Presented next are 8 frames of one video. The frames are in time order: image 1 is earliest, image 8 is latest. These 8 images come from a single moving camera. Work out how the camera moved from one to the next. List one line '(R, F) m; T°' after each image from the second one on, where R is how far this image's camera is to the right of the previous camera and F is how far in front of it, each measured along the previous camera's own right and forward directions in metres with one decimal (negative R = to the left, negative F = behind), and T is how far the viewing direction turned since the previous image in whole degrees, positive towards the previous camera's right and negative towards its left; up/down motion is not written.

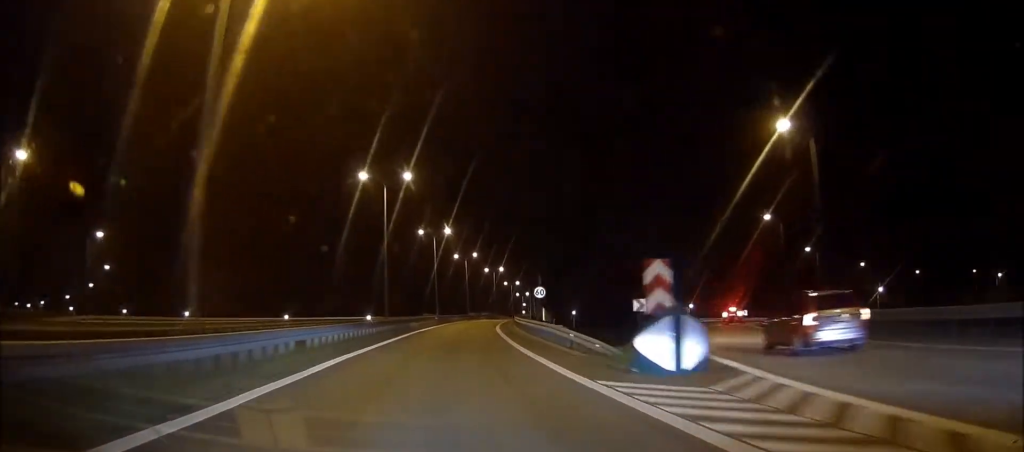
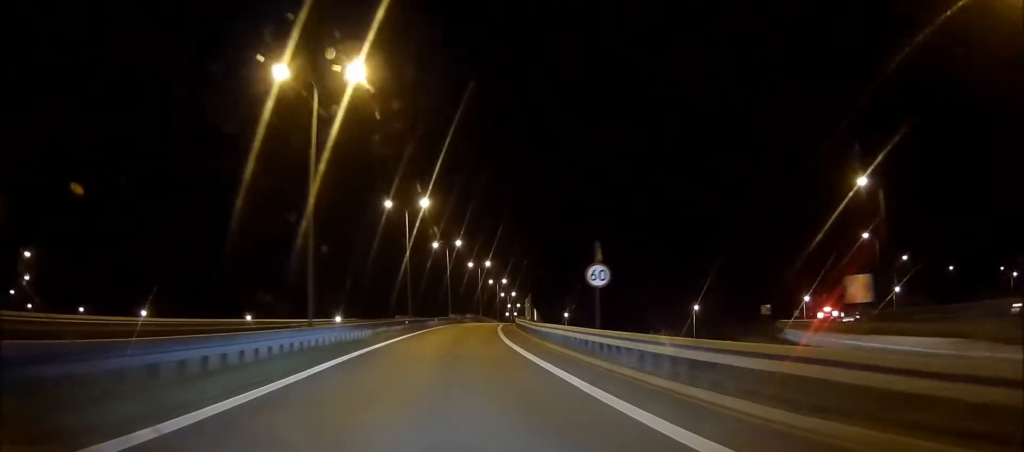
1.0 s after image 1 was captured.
(+0.3, +21.3) m; +2°
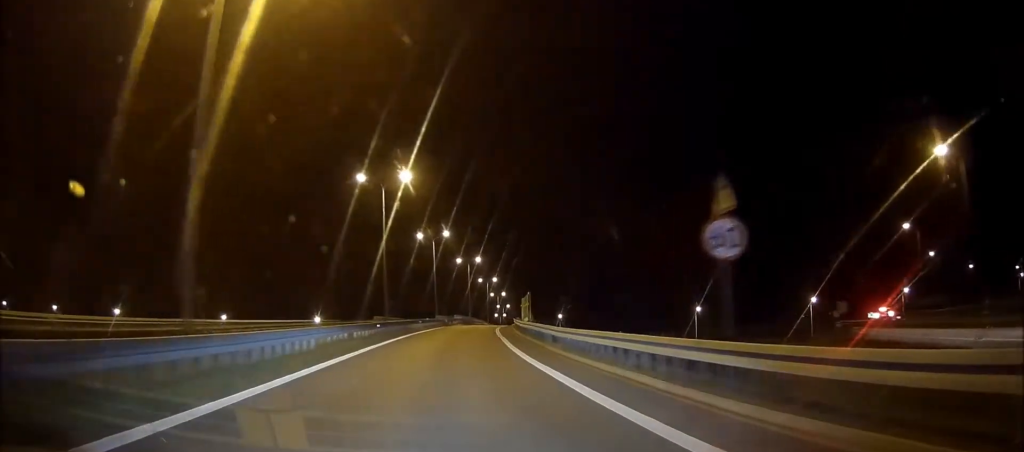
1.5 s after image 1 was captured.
(0.0, +11.5) m; +1°
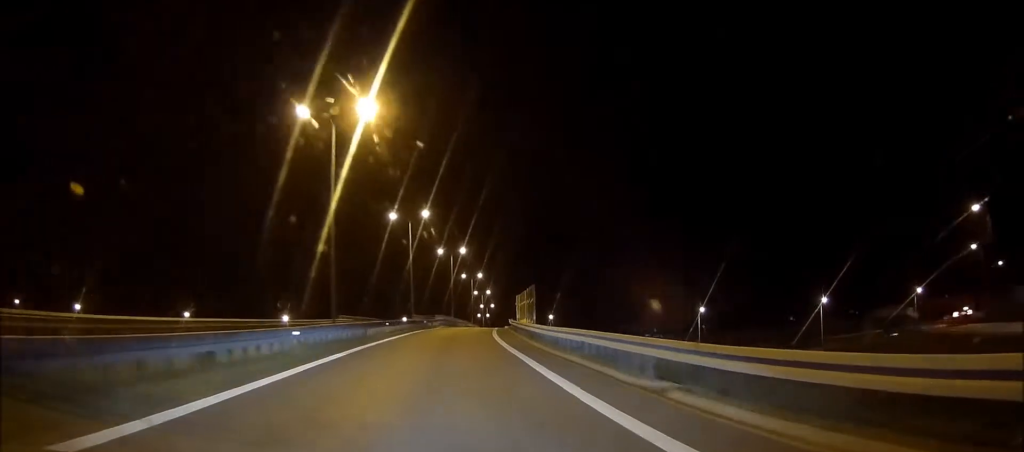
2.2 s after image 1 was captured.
(+0.4, +15.1) m; +2°
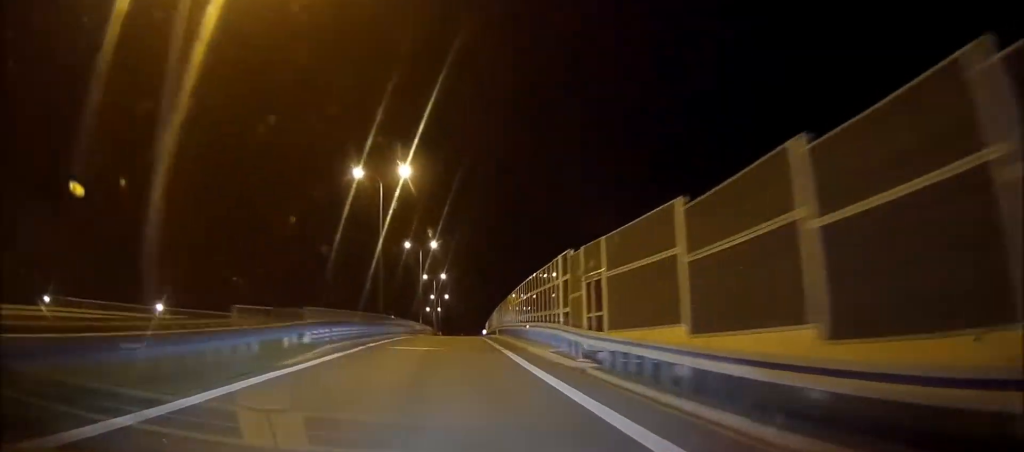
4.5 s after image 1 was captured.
(+1.0, +47.2) m; +2°
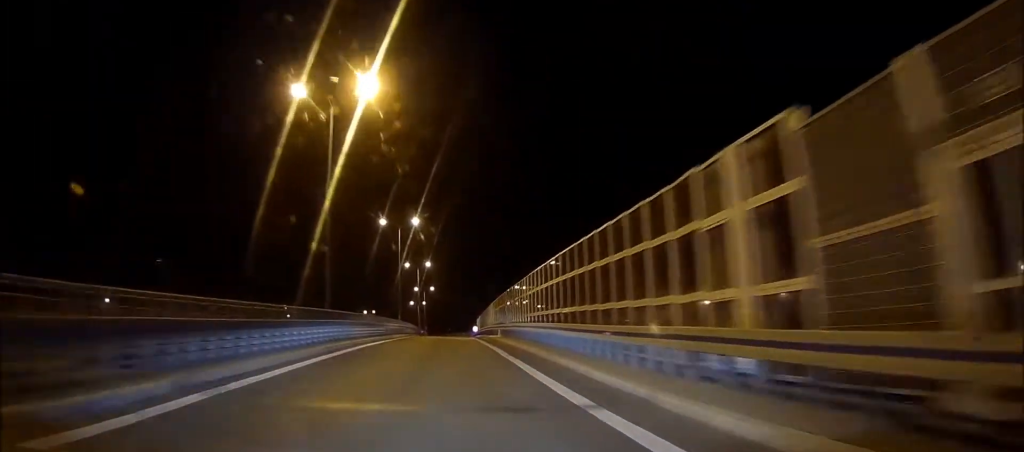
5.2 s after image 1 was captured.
(+0.1, +15.0) m; 0°
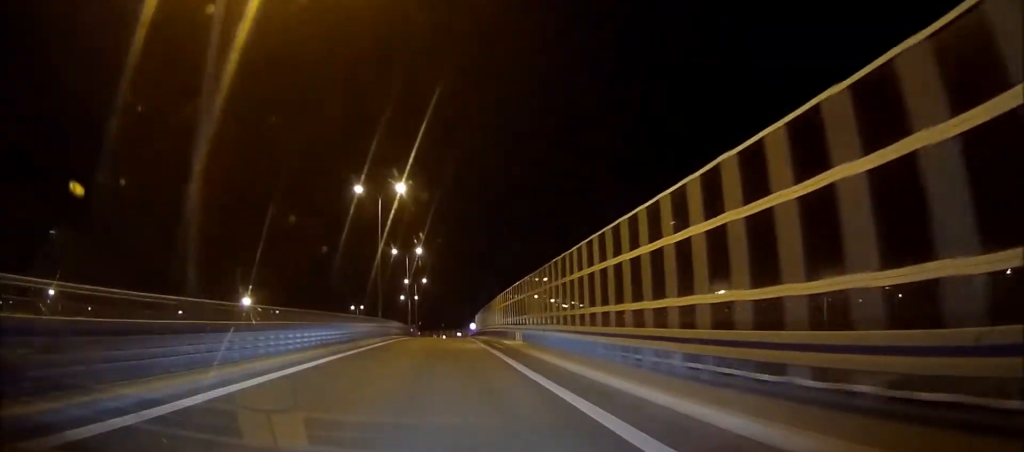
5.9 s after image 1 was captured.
(+0.1, +13.4) m; 0°
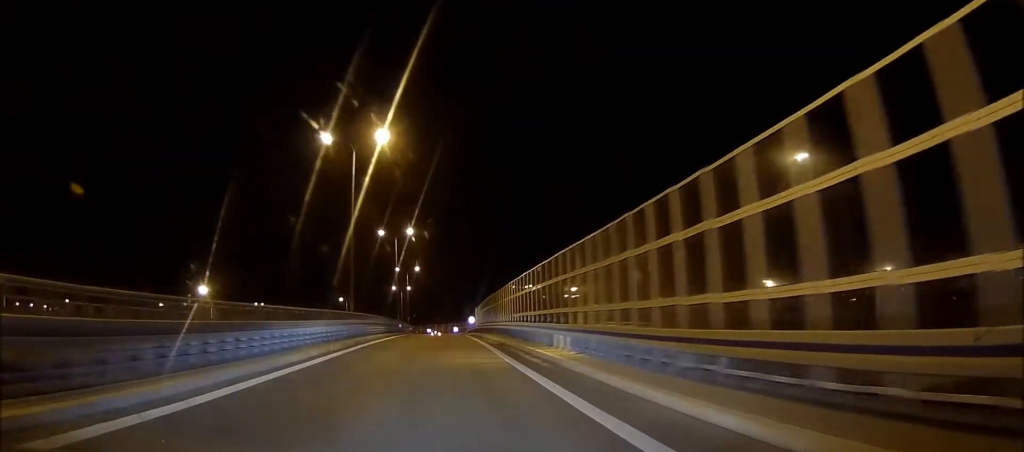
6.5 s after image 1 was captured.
(0.0, +11.9) m; 0°
